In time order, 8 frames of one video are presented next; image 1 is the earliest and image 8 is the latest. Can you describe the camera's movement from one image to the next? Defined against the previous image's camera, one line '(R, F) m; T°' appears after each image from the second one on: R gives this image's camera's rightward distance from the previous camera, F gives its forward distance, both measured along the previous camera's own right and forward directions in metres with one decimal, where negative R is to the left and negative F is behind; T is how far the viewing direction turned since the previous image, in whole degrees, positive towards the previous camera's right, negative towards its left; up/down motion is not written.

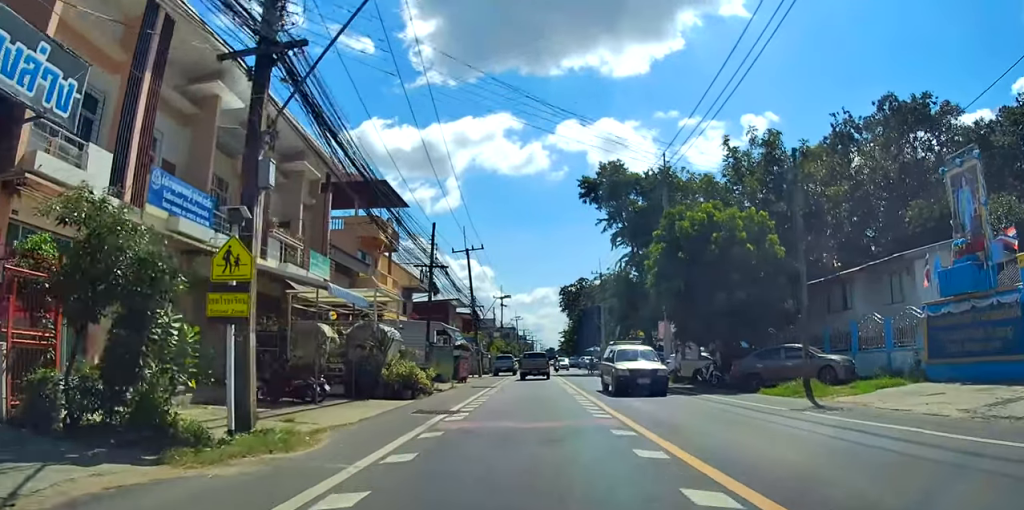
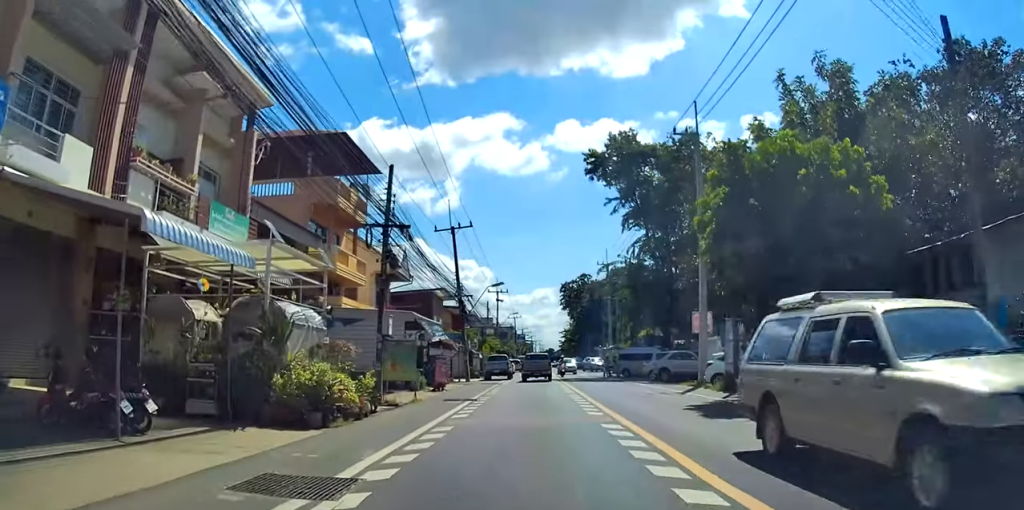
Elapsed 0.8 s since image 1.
(+0.1, +8.6) m; +2°
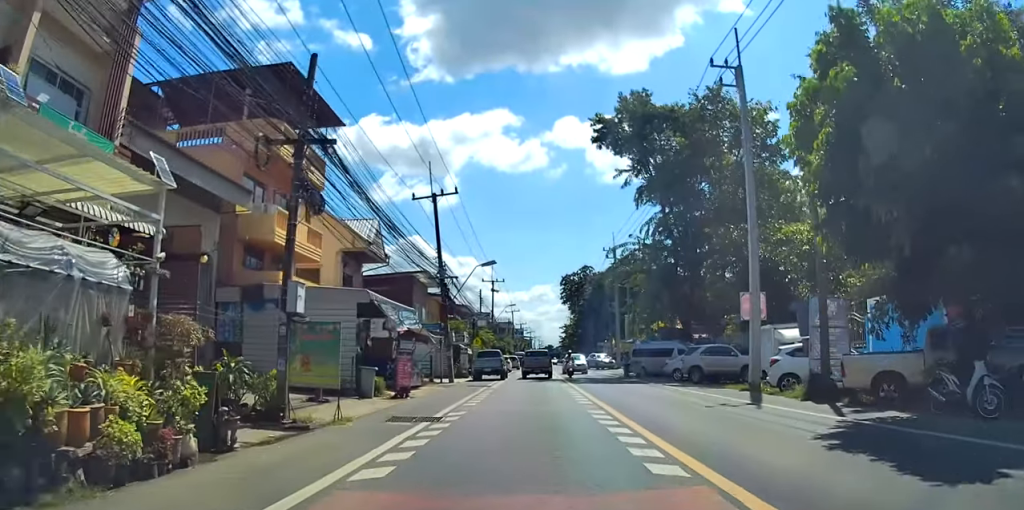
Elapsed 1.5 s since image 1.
(+0.5, +7.9) m; +1°
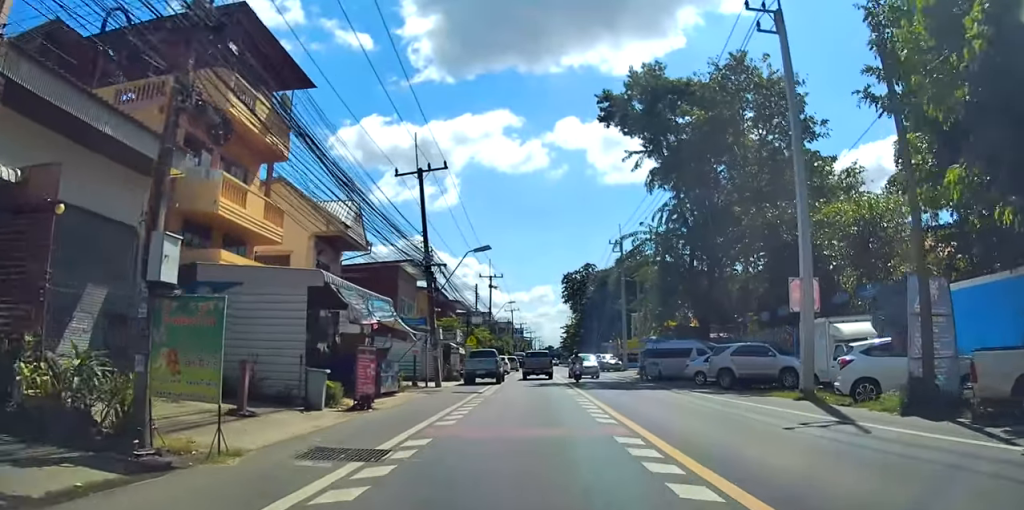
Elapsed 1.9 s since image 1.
(-0.2, +4.7) m; 0°
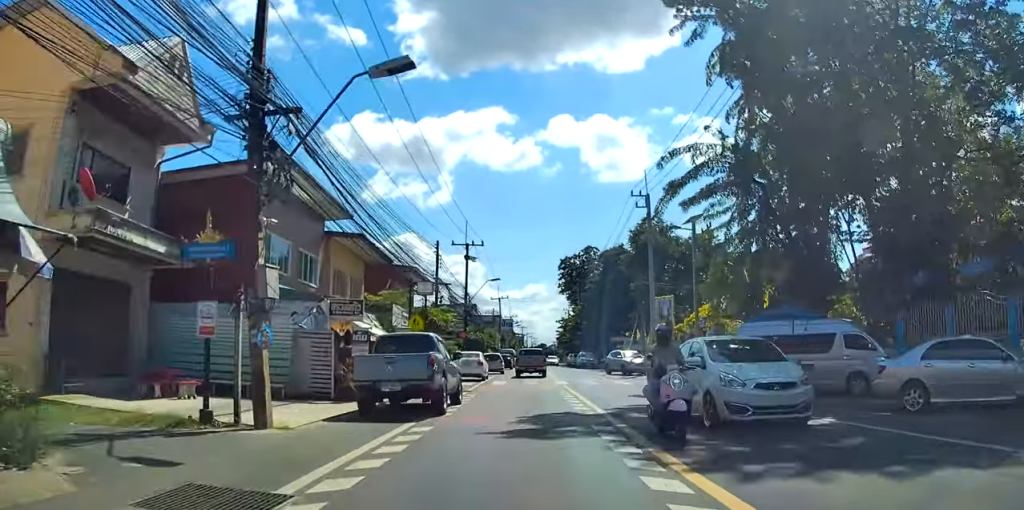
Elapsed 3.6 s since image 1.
(+0.4, +18.2) m; +1°
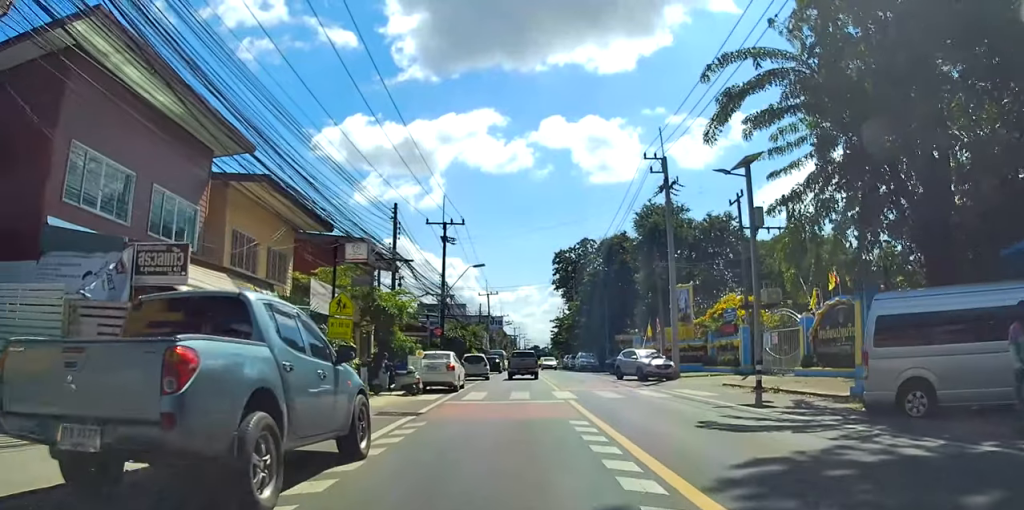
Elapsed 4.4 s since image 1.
(-0.6, +8.5) m; 0°
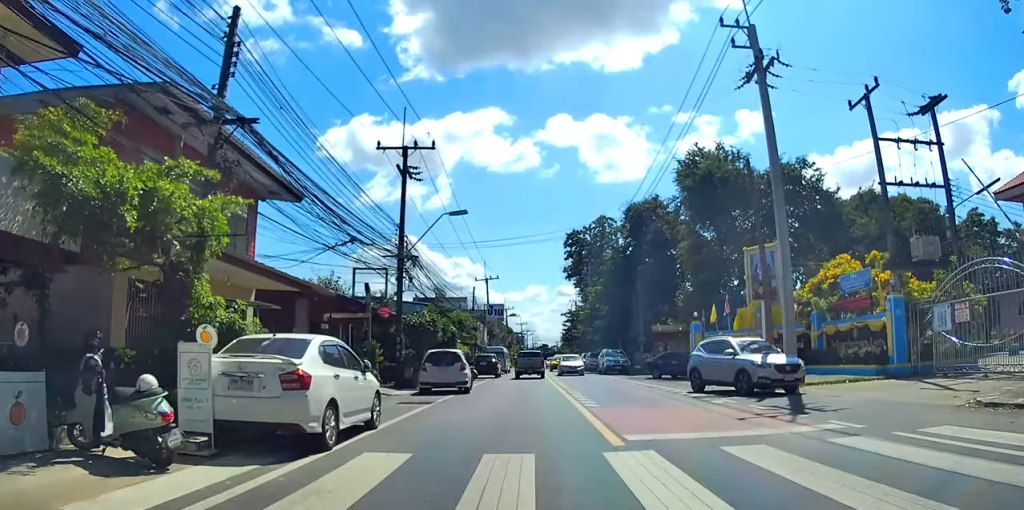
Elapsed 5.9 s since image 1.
(+1.1, +15.6) m; +3°
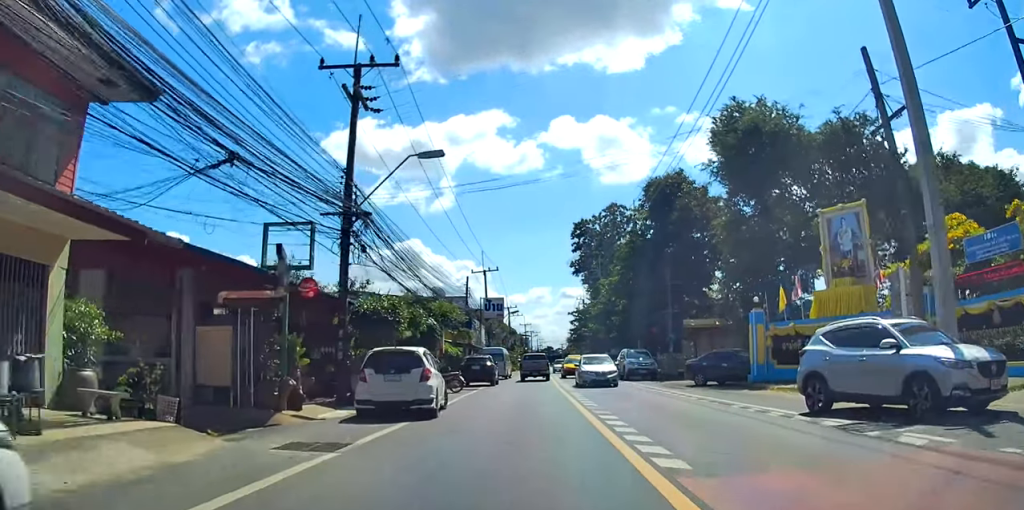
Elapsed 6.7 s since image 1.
(0.0, +8.4) m; -3°
